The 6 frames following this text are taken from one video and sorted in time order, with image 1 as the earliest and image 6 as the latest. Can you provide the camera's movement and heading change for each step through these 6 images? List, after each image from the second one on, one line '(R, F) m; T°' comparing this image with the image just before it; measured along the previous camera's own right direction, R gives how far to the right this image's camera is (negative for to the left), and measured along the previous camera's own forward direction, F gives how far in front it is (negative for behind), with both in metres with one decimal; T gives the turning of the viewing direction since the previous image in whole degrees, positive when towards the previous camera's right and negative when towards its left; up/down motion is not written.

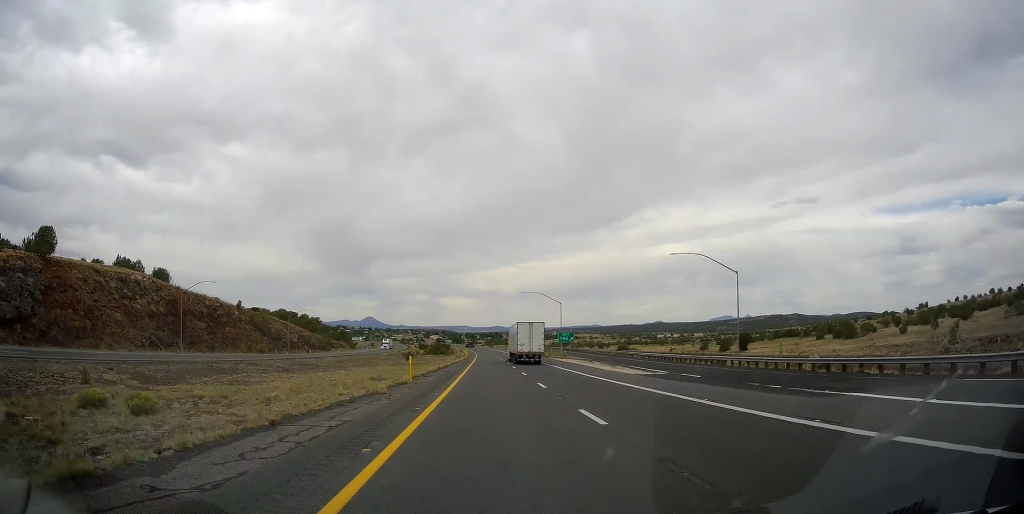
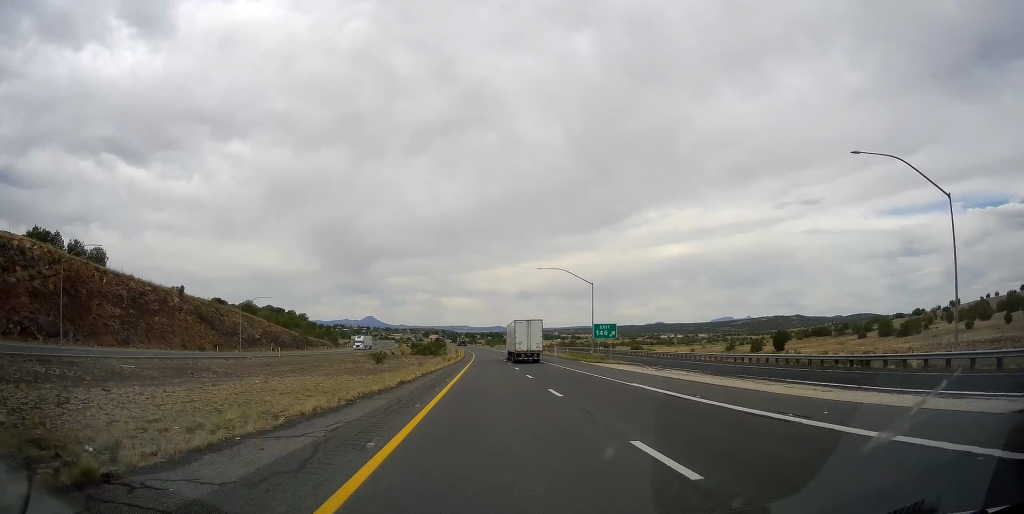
(+0.3, +29.4) m; 0°
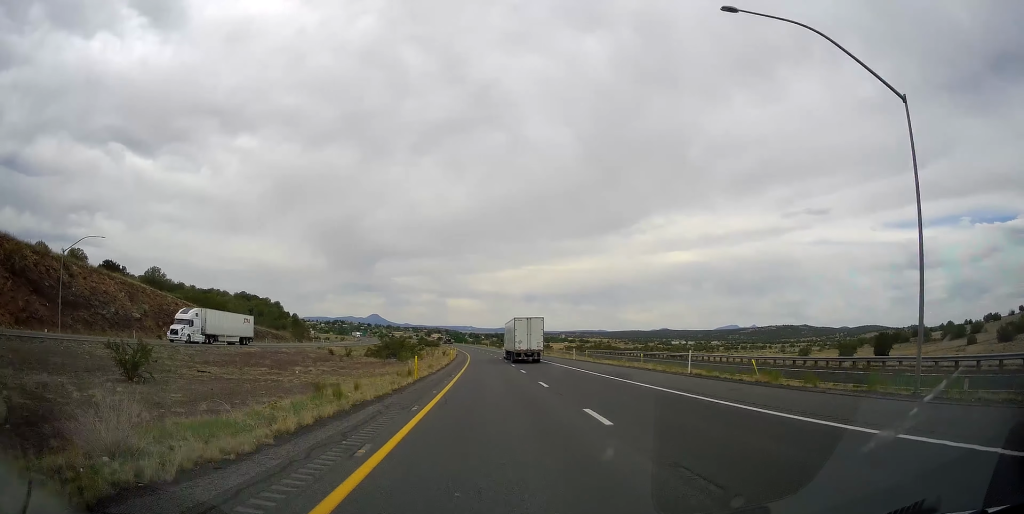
(-0.6, +55.4) m; -1°
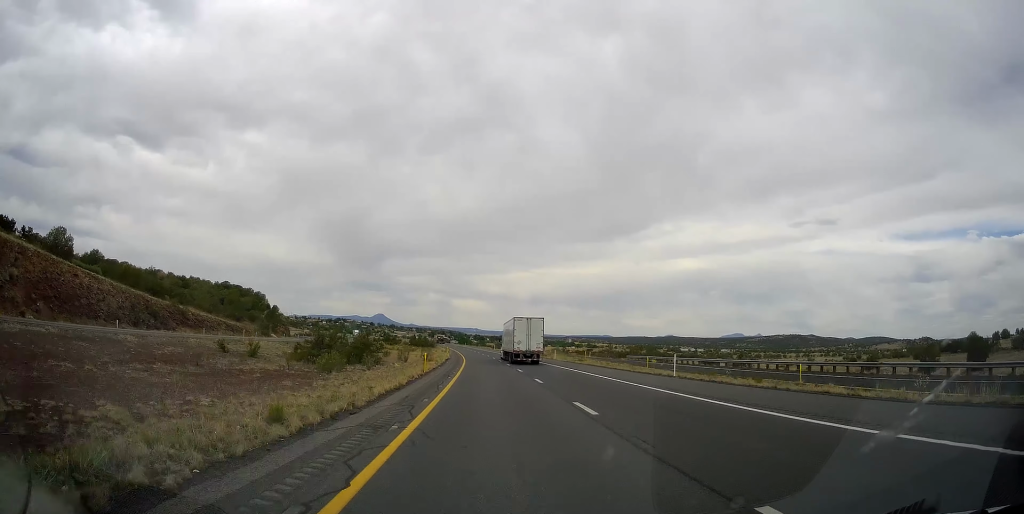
(-0.5, +34.0) m; 0°
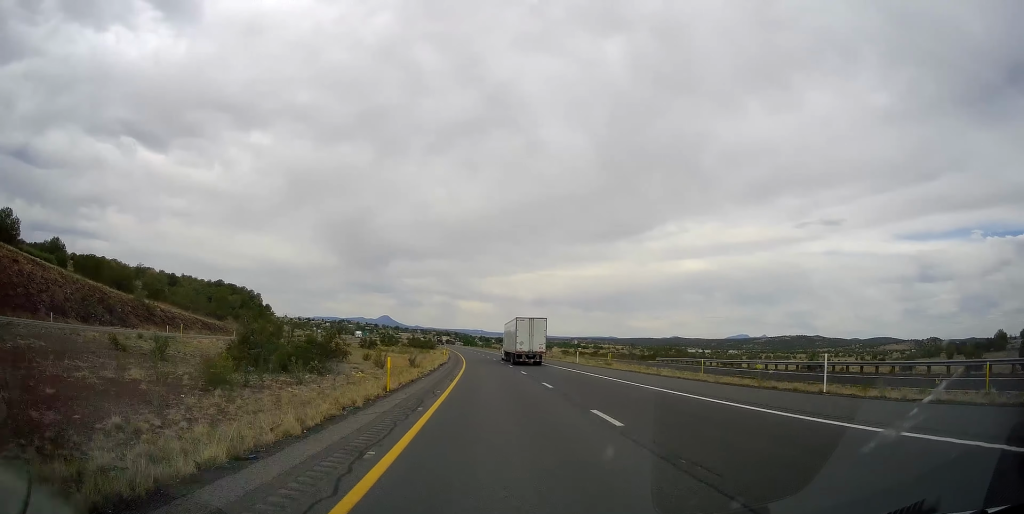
(0.0, +14.7) m; 0°
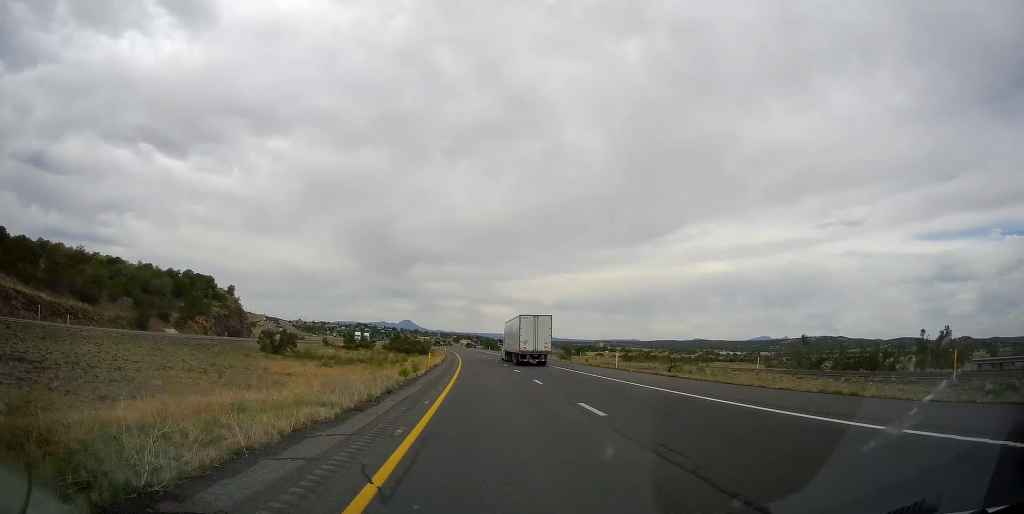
(0.0, +58.4) m; -2°
